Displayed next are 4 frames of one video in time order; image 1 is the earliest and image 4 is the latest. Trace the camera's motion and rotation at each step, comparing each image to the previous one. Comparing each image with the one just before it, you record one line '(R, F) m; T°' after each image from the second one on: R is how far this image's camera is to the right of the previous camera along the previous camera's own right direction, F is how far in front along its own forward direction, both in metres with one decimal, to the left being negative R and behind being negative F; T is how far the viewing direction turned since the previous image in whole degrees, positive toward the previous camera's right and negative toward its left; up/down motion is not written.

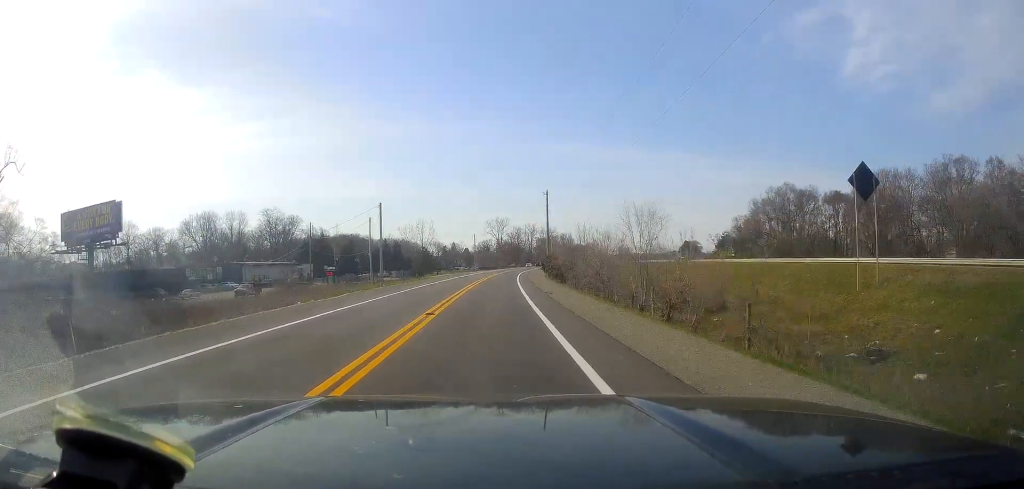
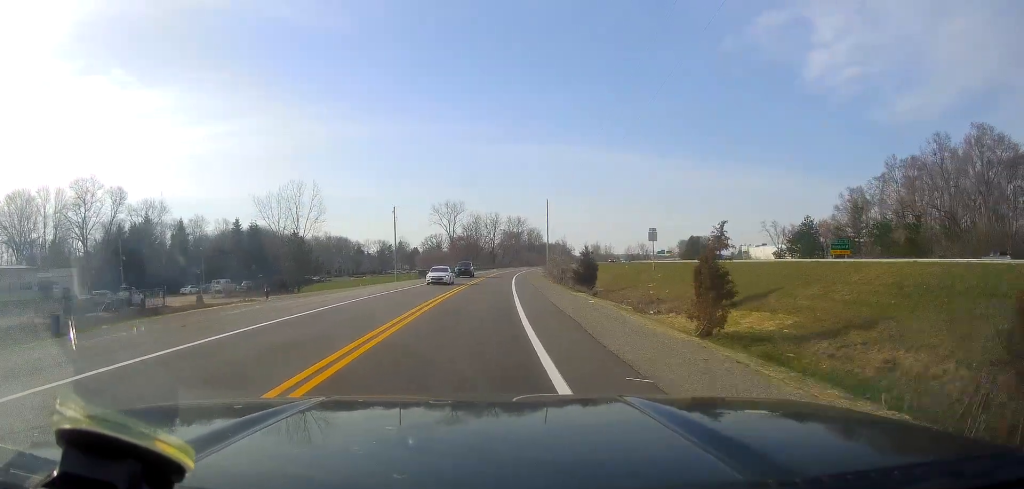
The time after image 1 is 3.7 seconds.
(+1.4, +87.9) m; +4°
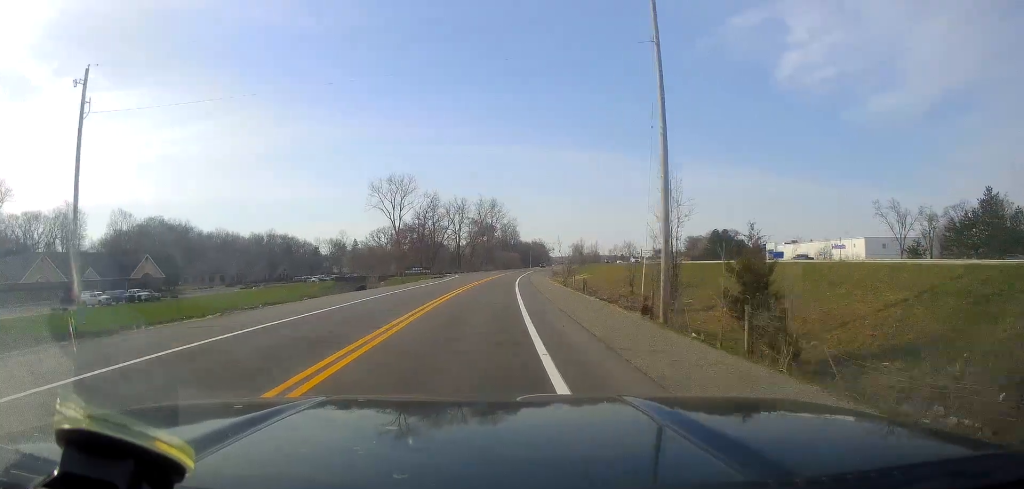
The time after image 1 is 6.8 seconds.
(+2.2, +68.6) m; +3°
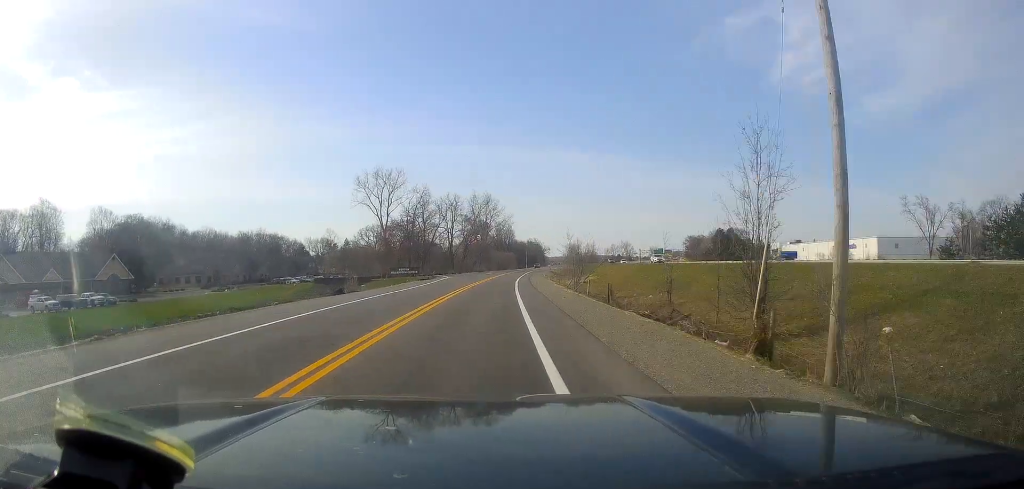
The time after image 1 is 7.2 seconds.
(+0.1, +10.4) m; +1°
